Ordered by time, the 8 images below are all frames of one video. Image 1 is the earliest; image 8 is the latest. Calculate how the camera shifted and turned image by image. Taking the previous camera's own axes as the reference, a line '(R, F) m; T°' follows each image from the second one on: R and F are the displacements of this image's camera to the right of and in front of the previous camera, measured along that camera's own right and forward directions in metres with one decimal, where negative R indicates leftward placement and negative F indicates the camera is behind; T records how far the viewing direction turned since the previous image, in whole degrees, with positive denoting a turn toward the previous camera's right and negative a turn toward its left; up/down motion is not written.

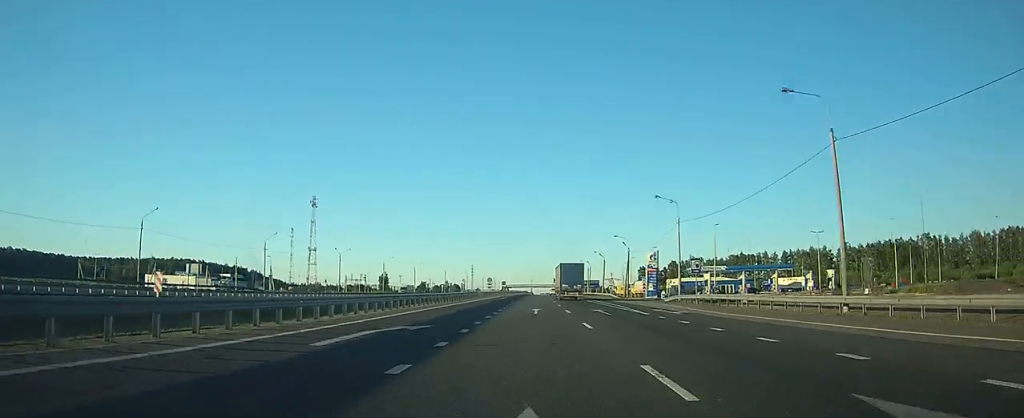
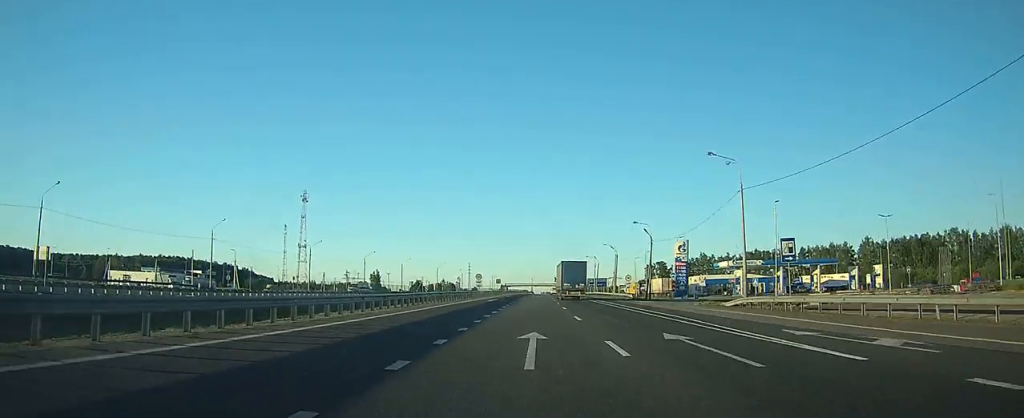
(0.0, +19.7) m; 0°
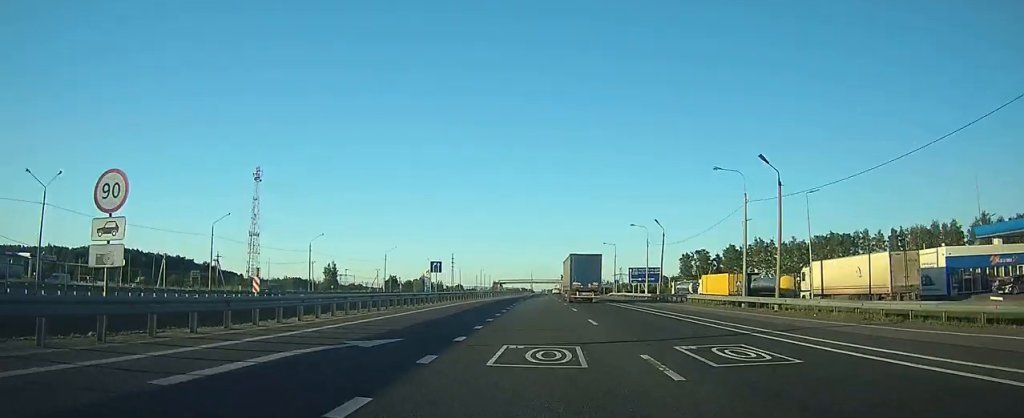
(-0.3, +75.2) m; 0°
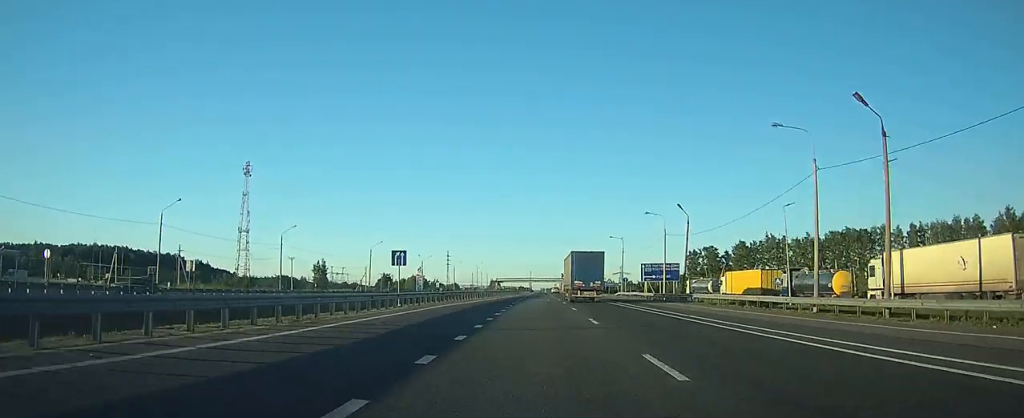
(0.0, +12.2) m; 0°
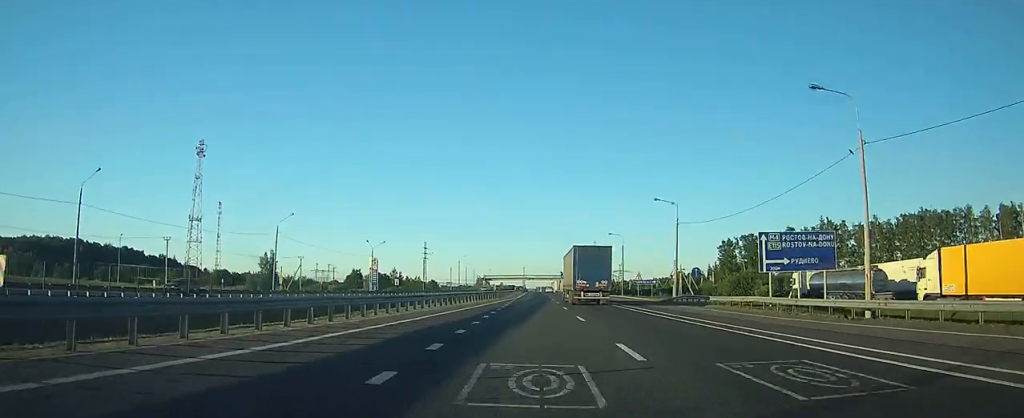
(+0.1, +46.6) m; 0°
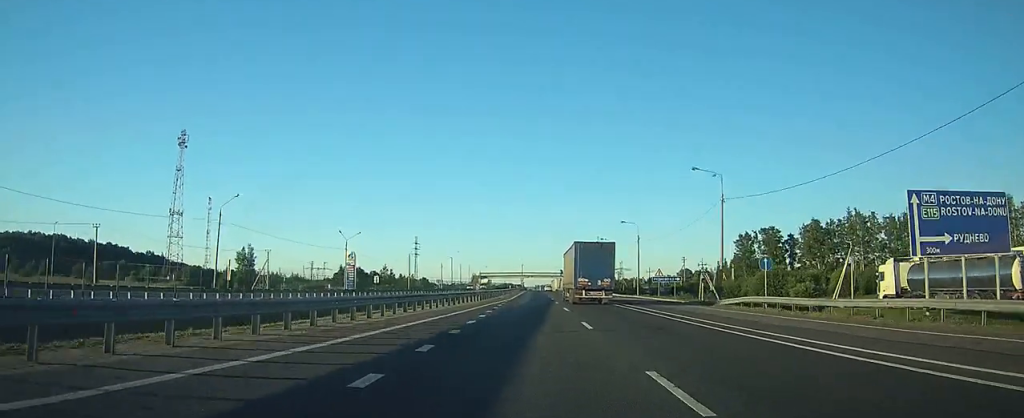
(0.0, +16.5) m; 0°
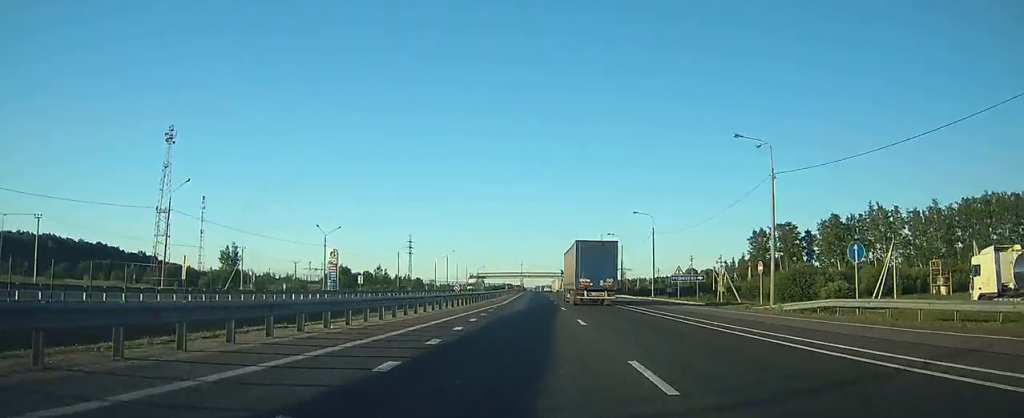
(0.0, +11.0) m; 0°
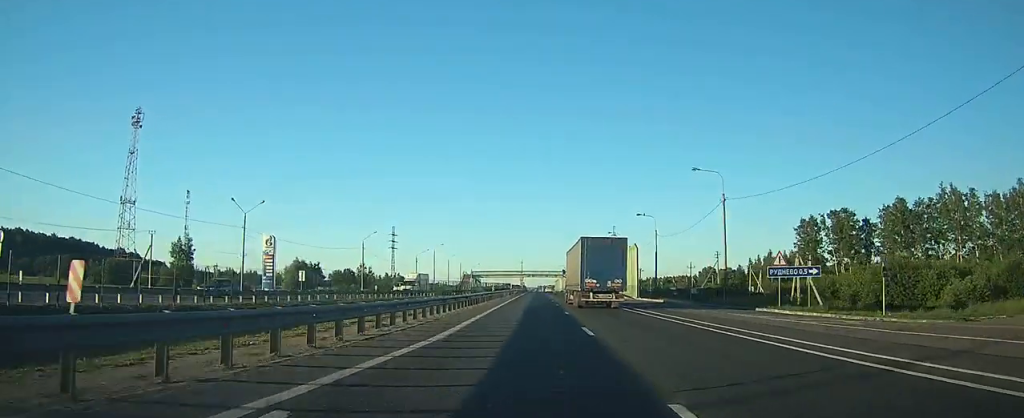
(+0.1, +27.9) m; 0°
